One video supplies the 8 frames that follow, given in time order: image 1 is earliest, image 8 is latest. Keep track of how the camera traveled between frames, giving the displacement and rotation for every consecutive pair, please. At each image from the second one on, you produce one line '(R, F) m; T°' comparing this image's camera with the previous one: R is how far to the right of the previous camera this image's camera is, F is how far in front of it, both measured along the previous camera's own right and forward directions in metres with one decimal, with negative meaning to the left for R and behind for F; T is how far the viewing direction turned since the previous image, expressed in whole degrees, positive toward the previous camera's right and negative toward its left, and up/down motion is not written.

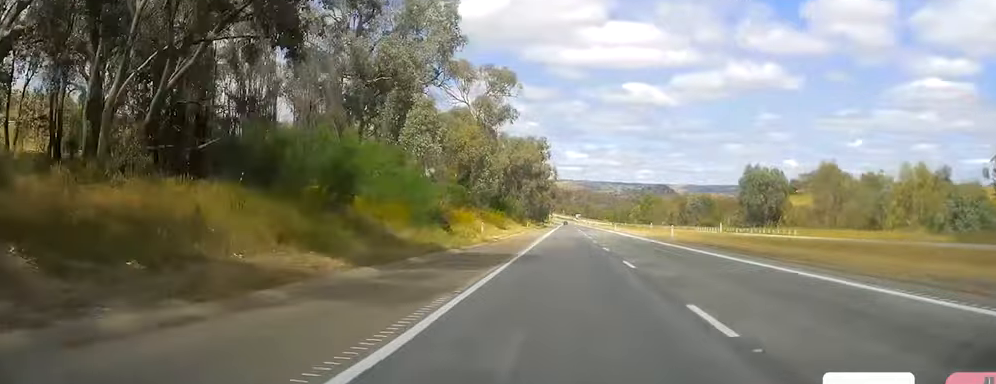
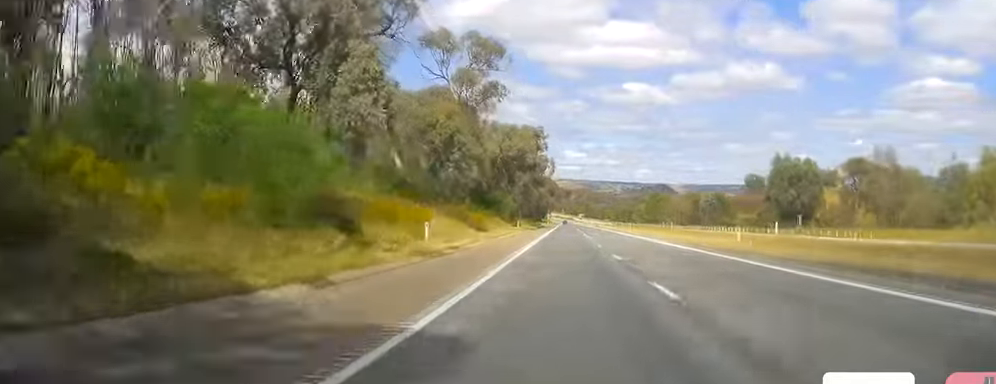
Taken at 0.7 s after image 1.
(+0.1, +20.1) m; +1°
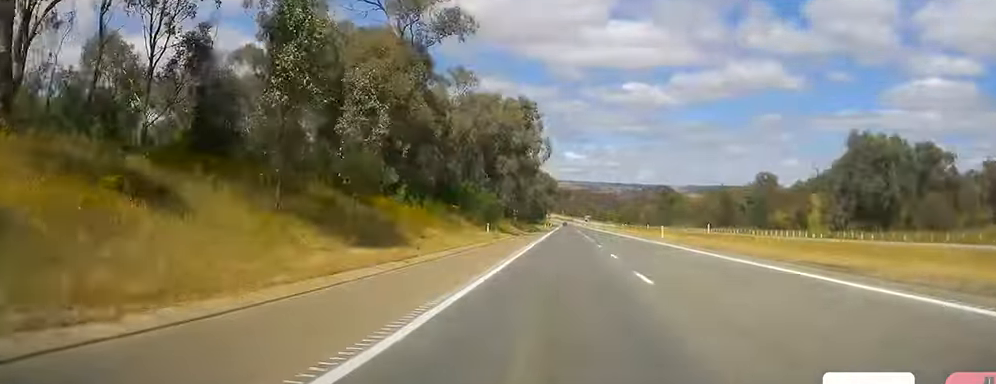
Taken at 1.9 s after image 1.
(+0.3, +34.5) m; +1°
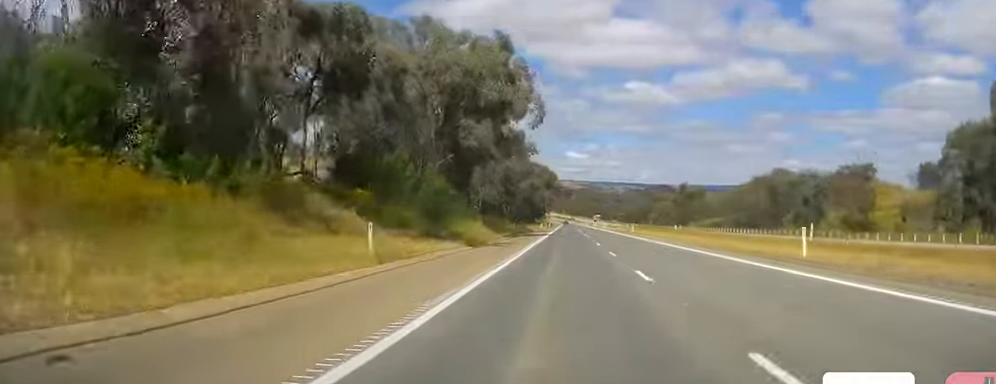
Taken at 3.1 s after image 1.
(+0.1, +33.6) m; 0°
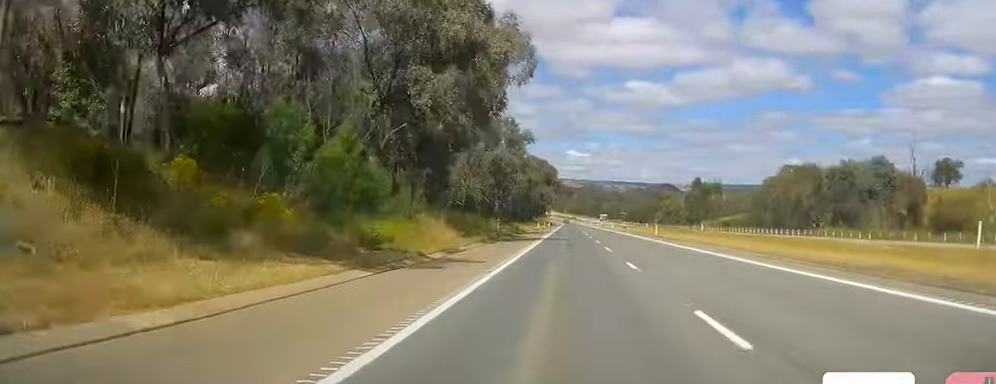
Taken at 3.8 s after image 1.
(-0.1, +20.1) m; 0°
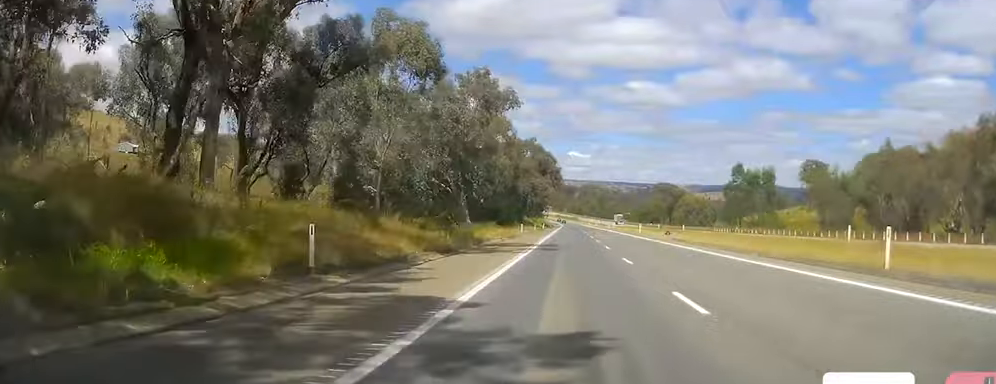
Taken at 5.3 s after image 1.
(+0.1, +45.0) m; 0°
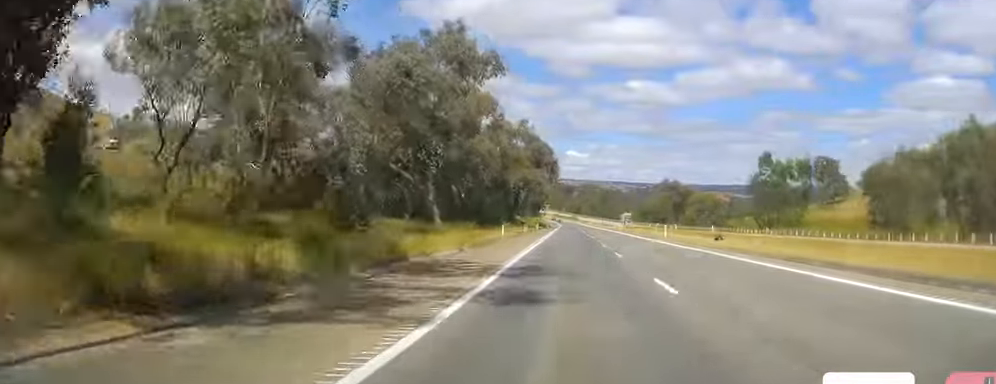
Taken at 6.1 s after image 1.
(-0.3, +21.0) m; 0°
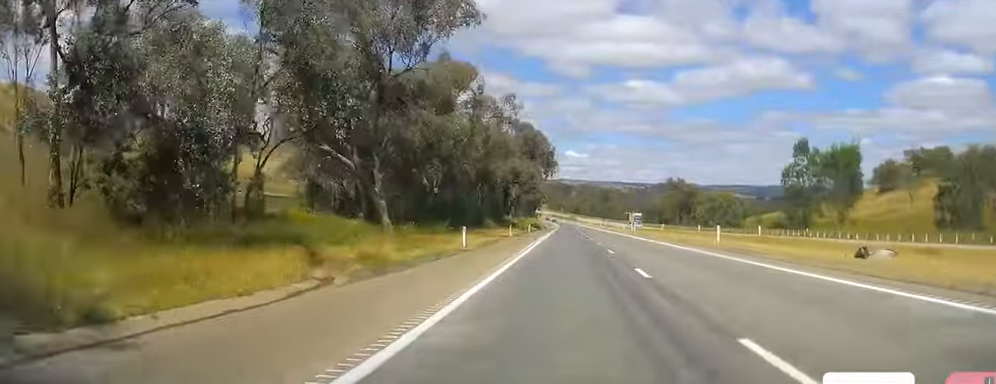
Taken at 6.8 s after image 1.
(+0.2, +20.1) m; 0°
